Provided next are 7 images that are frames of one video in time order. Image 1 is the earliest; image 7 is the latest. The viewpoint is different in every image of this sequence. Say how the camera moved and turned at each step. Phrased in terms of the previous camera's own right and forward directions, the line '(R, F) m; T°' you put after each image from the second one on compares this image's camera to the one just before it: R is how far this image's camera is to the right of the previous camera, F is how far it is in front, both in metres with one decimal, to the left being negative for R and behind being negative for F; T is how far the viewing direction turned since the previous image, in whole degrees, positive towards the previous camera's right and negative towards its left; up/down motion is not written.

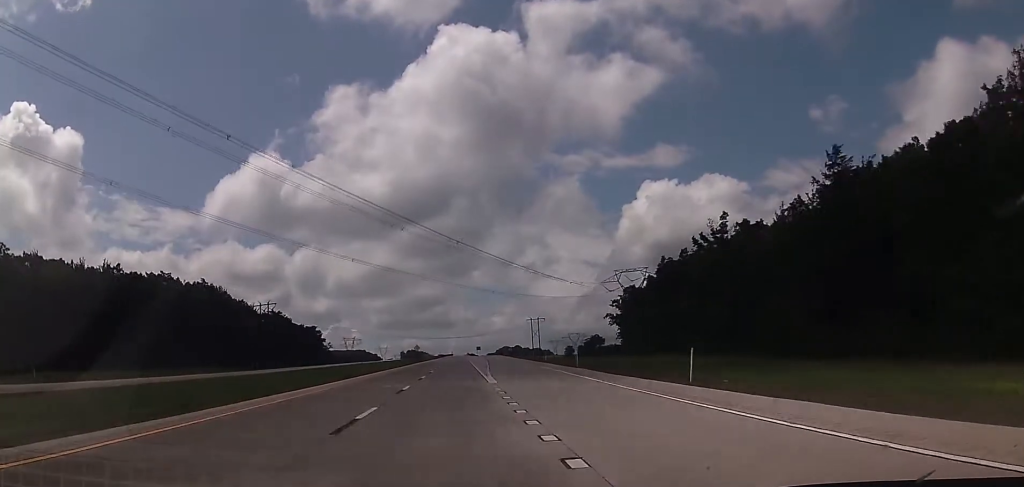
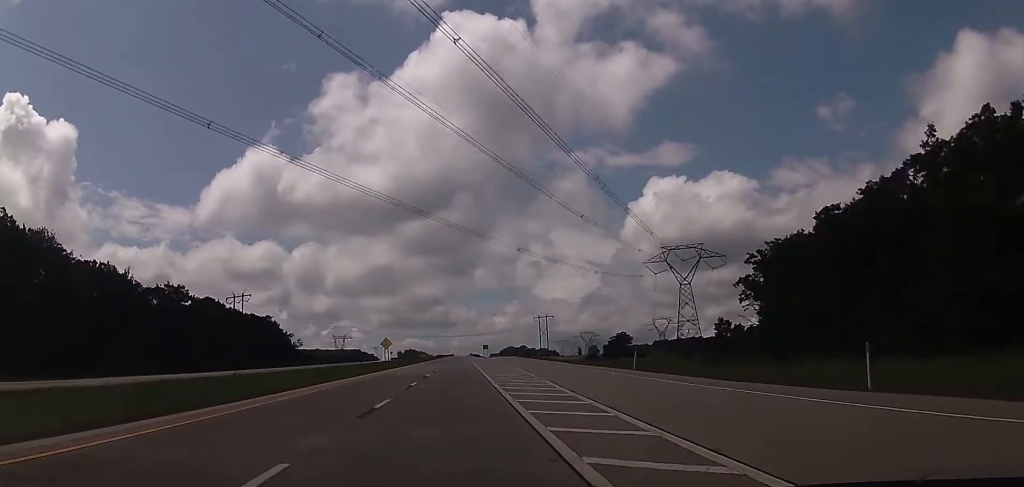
(0.0, +70.4) m; -1°
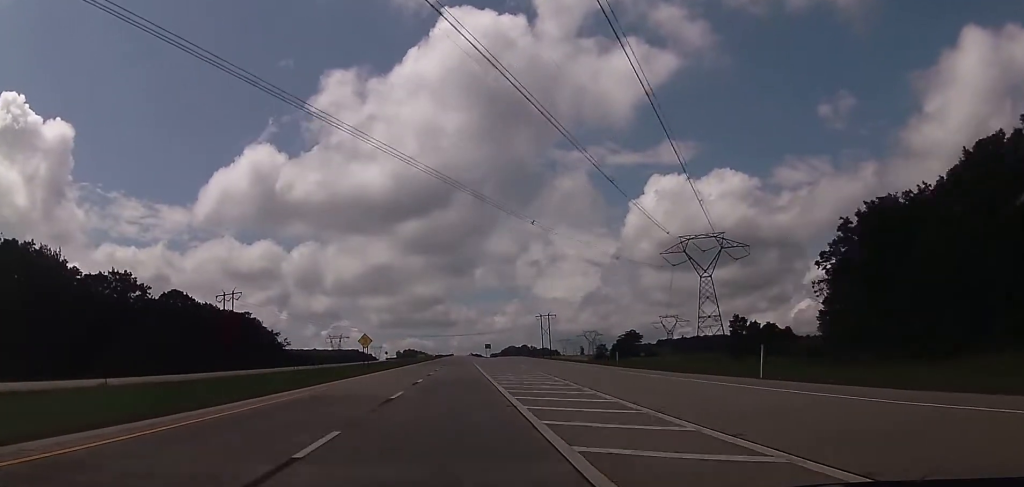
(0.0, +20.9) m; 0°
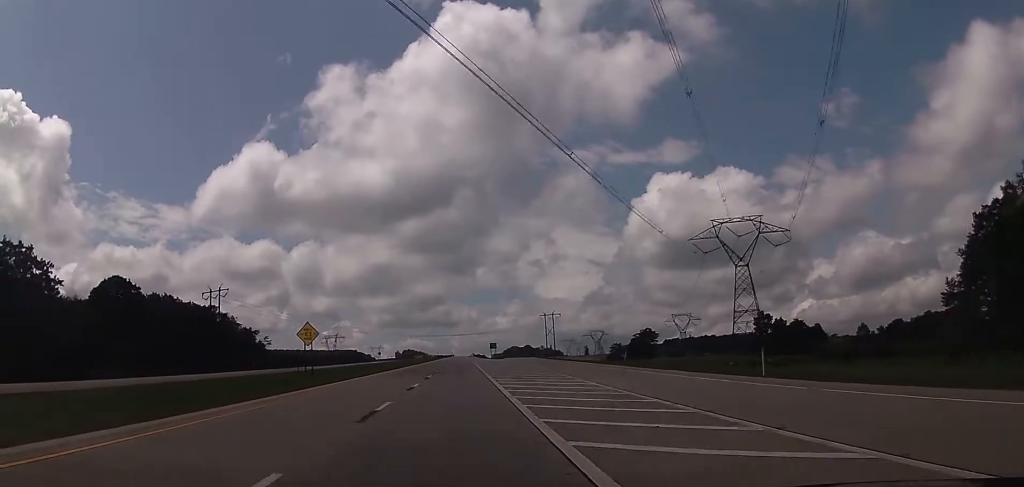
(0.0, +28.4) m; +1°
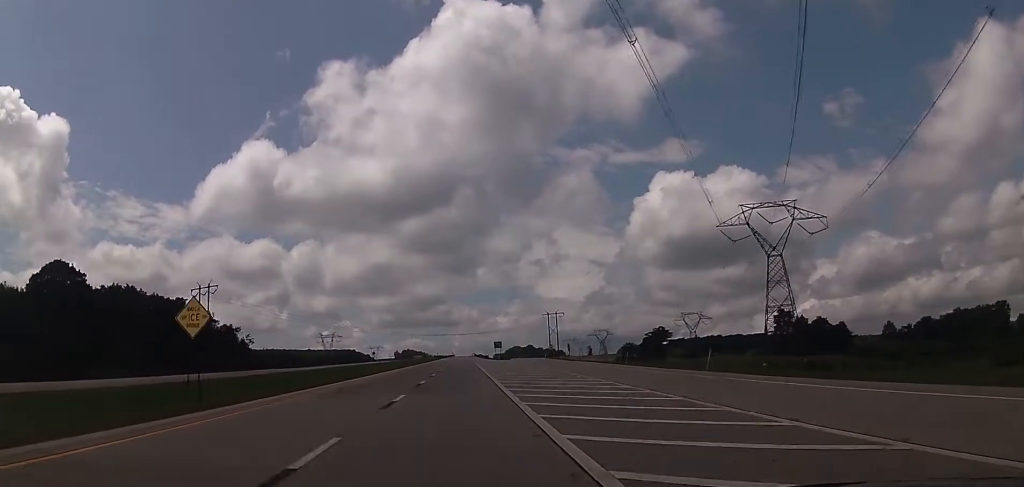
(0.0, +20.7) m; 0°
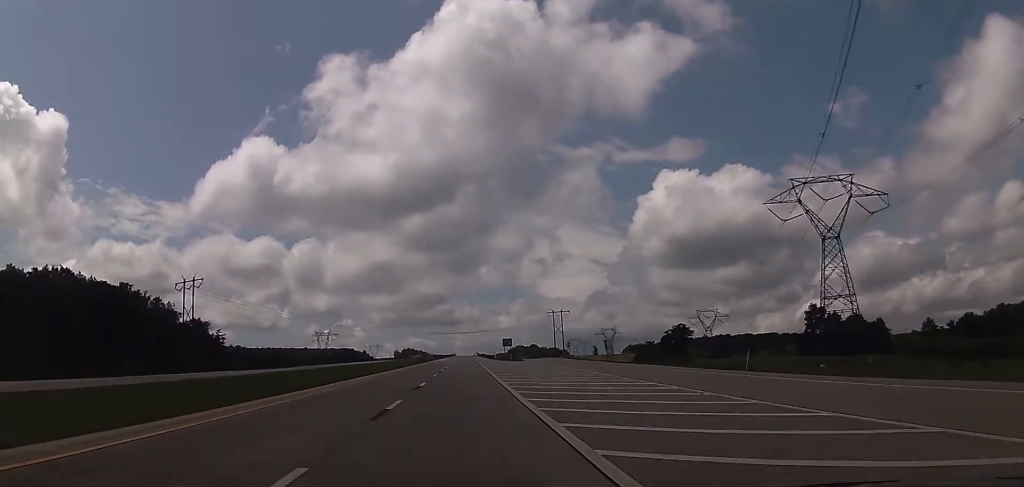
(+0.4, +27.2) m; 0°
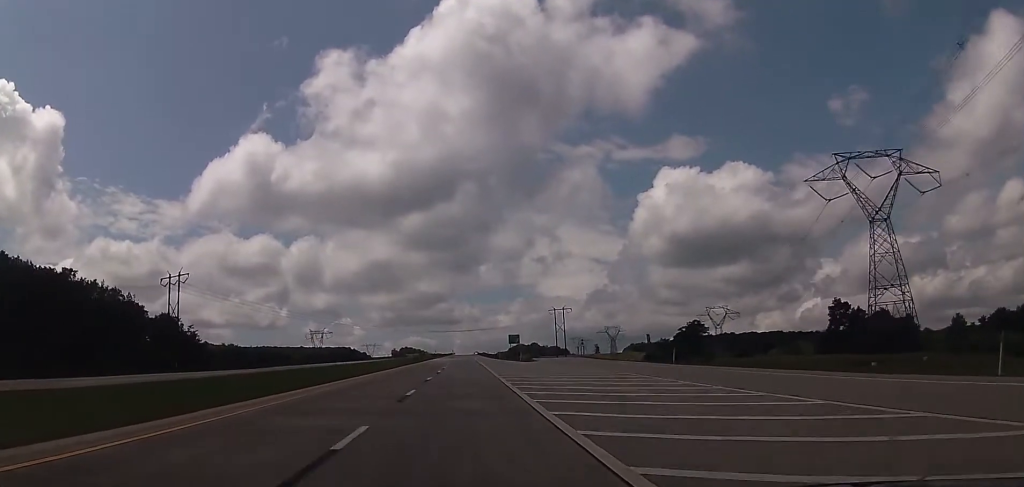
(-0.3, +19.6) m; -1°
